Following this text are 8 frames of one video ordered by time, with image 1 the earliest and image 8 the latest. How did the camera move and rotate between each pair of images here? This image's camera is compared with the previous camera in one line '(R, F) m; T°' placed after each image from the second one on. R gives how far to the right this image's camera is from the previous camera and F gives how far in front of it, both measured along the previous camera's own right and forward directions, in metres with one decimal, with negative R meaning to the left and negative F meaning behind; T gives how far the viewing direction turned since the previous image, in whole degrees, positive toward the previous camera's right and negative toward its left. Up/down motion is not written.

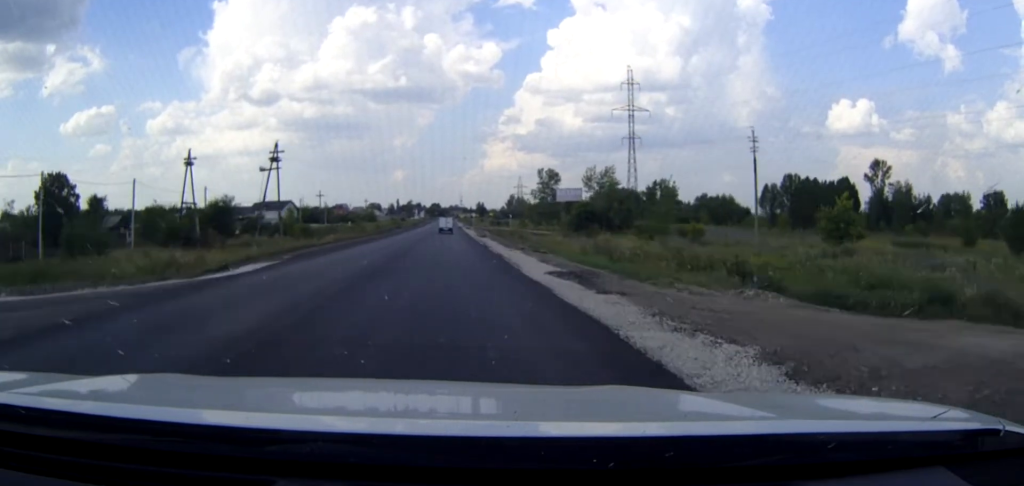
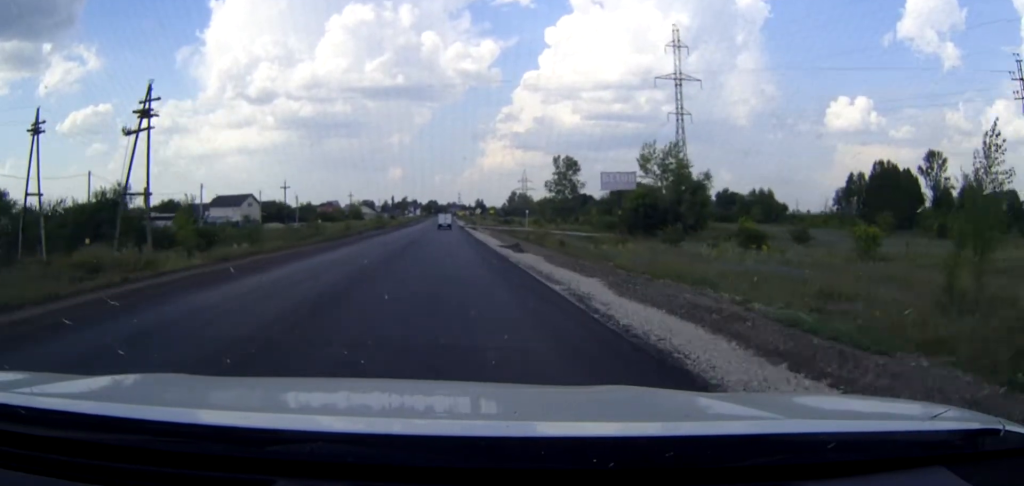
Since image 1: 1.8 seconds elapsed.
(+0.1, +35.8) m; 0°
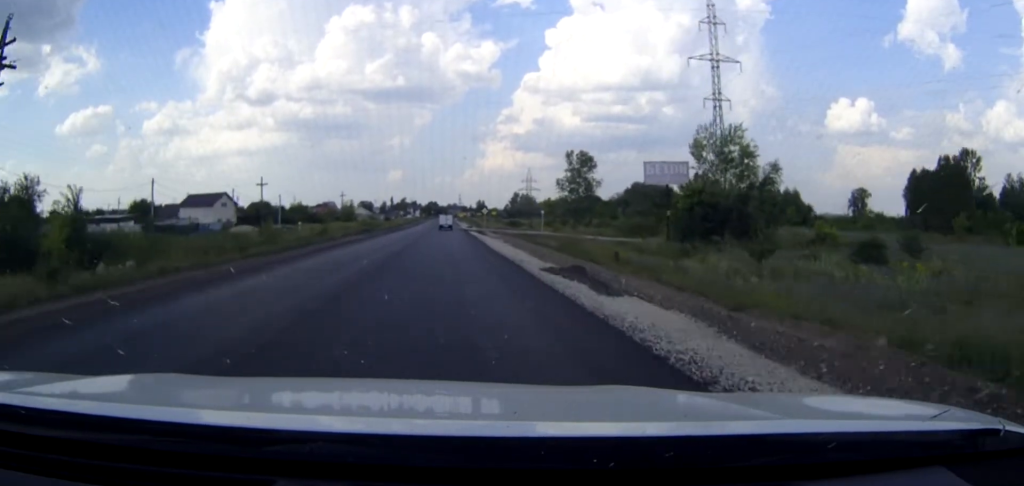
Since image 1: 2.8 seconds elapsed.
(0.0, +18.1) m; 0°
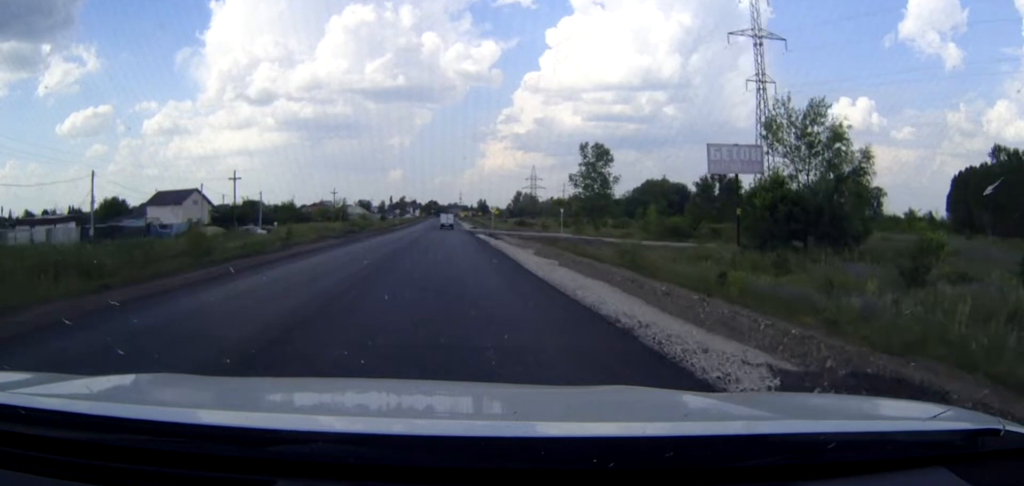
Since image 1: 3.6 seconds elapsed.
(0.0, +16.2) m; 0°
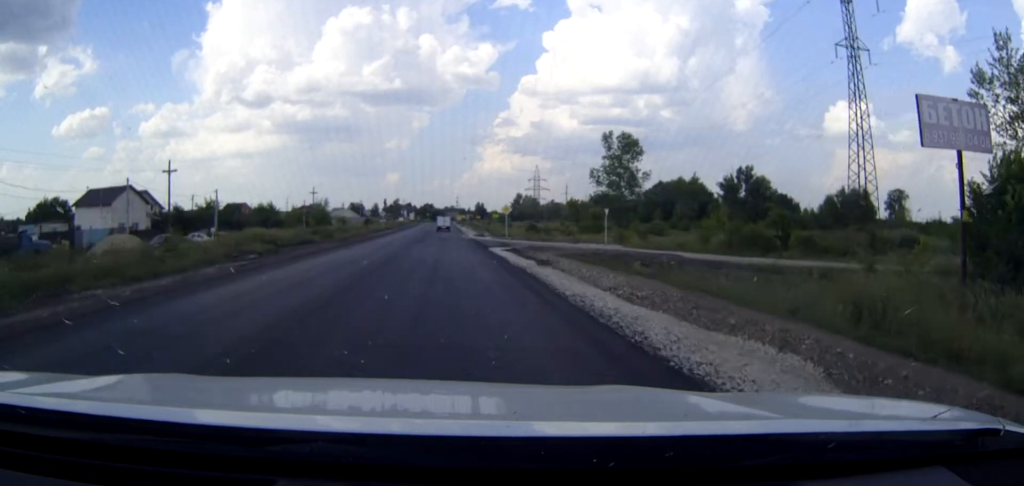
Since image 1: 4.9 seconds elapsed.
(0.0, +25.3) m; 0°
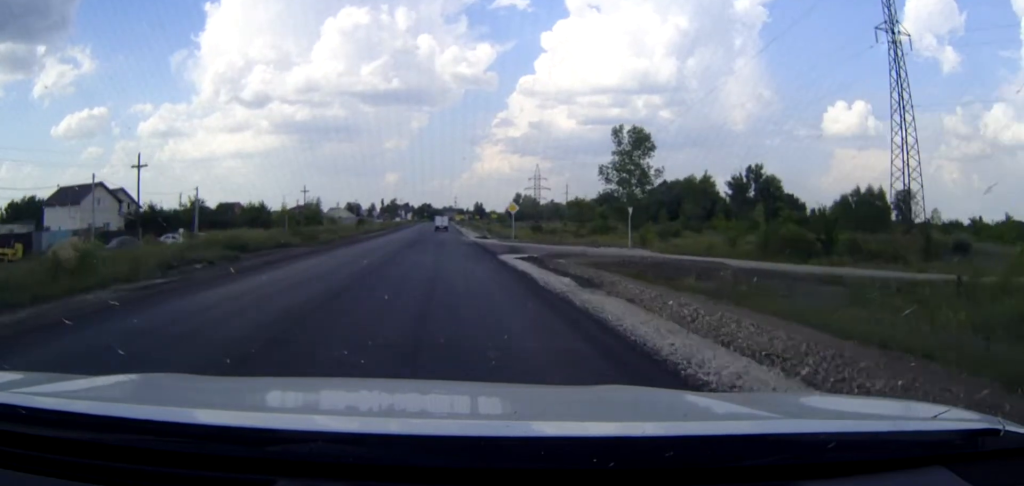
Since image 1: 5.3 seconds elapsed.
(0.0, +8.4) m; 0°
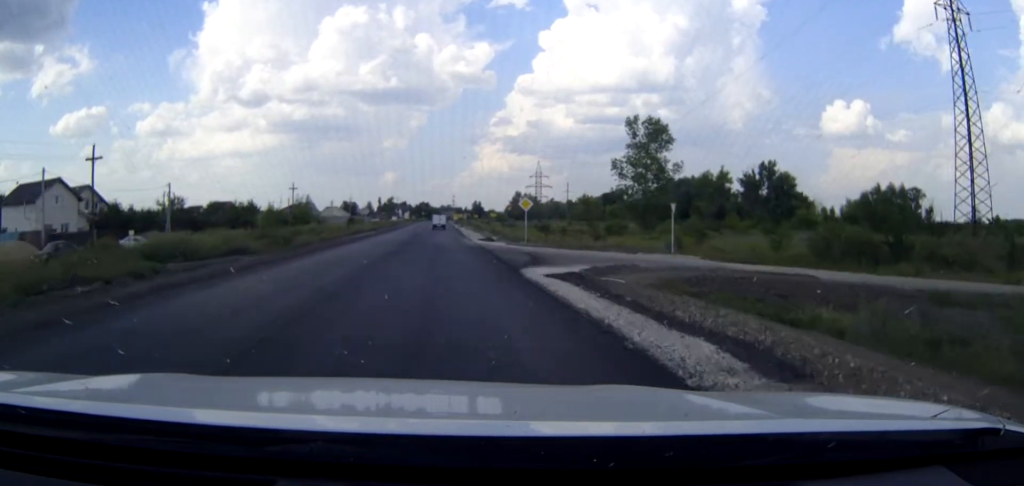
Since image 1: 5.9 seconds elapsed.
(0.0, +10.2) m; 0°
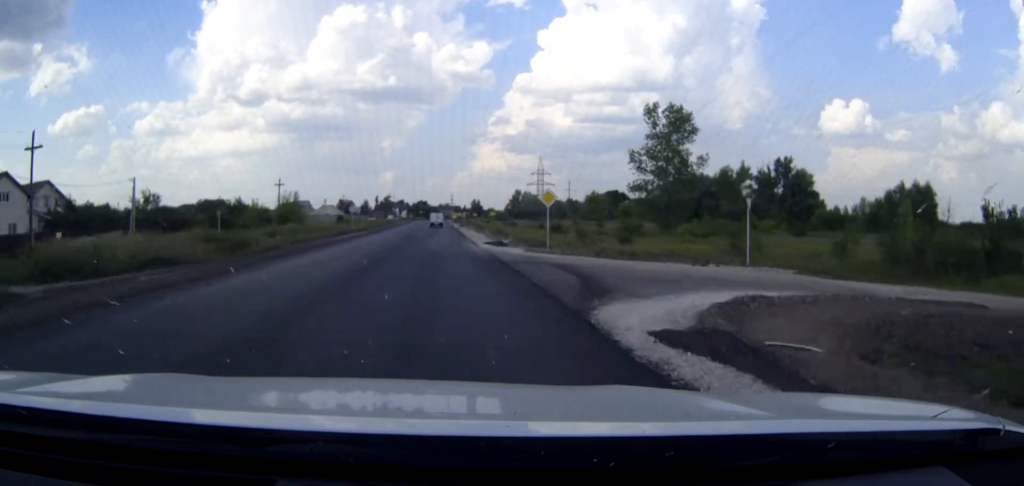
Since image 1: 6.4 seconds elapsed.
(0.0, +10.8) m; 0°
